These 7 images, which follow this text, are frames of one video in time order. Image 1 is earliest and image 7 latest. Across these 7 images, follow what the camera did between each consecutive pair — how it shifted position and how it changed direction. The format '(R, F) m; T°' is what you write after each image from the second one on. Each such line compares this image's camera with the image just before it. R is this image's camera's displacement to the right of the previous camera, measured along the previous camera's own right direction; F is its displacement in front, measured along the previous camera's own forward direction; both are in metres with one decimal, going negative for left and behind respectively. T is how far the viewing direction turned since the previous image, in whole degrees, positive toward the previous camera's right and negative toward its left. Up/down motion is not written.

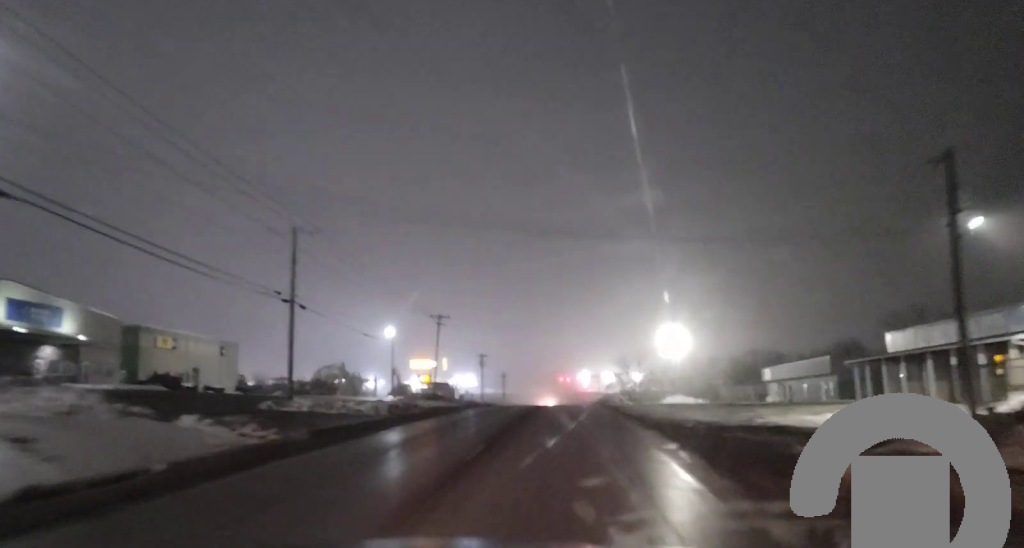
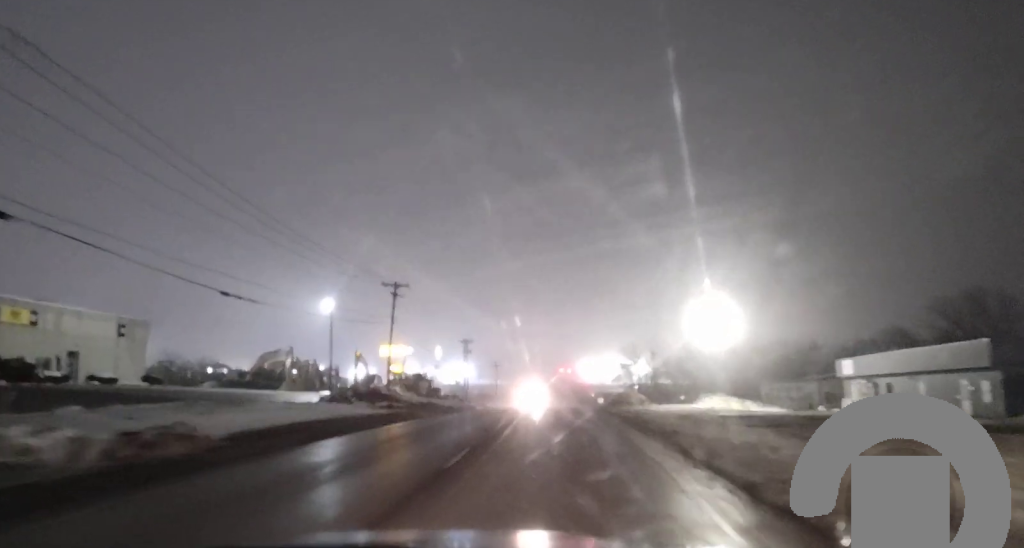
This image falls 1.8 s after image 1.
(+0.4, +25.8) m; +1°
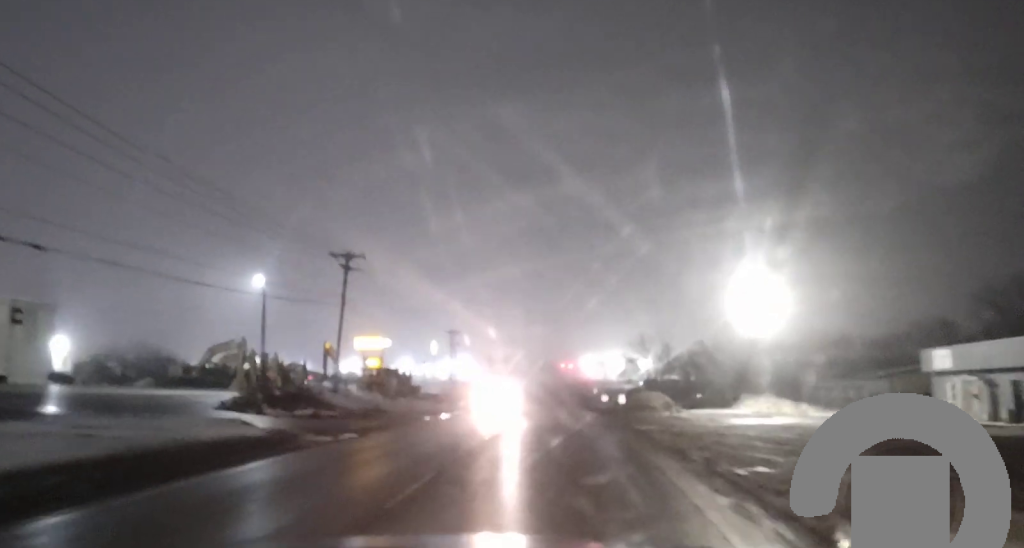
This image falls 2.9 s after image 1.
(-0.2, +16.3) m; 0°
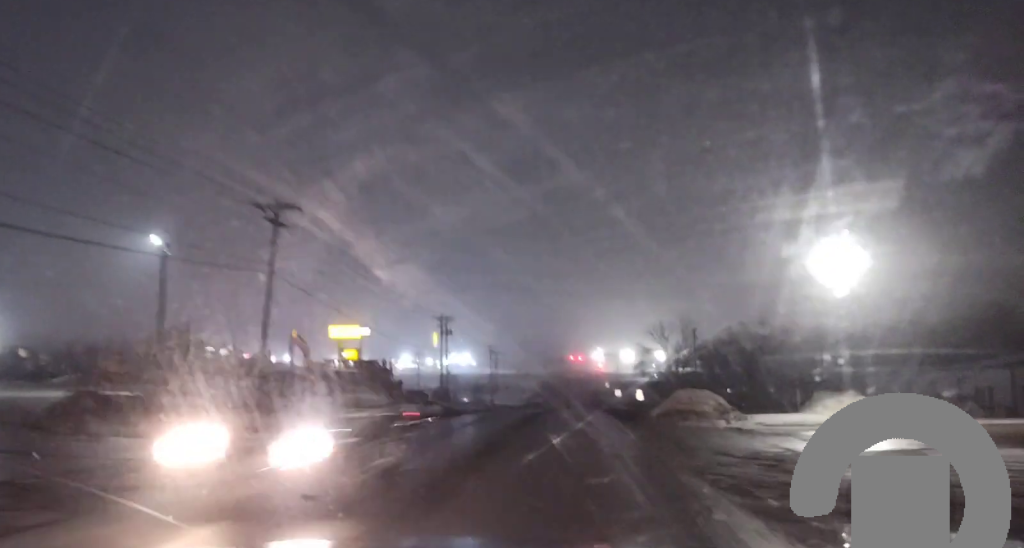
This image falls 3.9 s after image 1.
(+0.1, +14.5) m; 0°
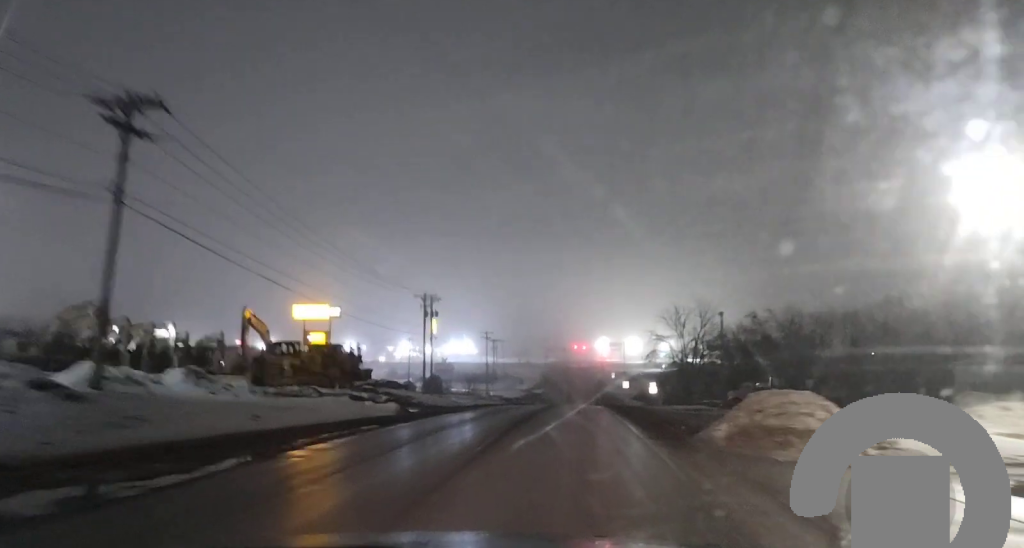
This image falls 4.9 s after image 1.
(0.0, +15.2) m; +1°
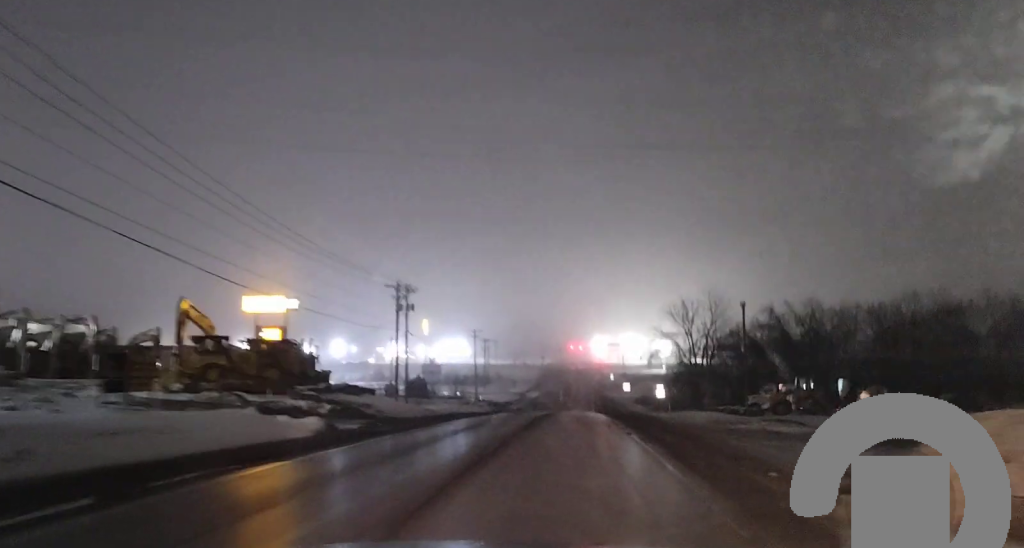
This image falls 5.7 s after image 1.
(+0.1, +11.6) m; 0°
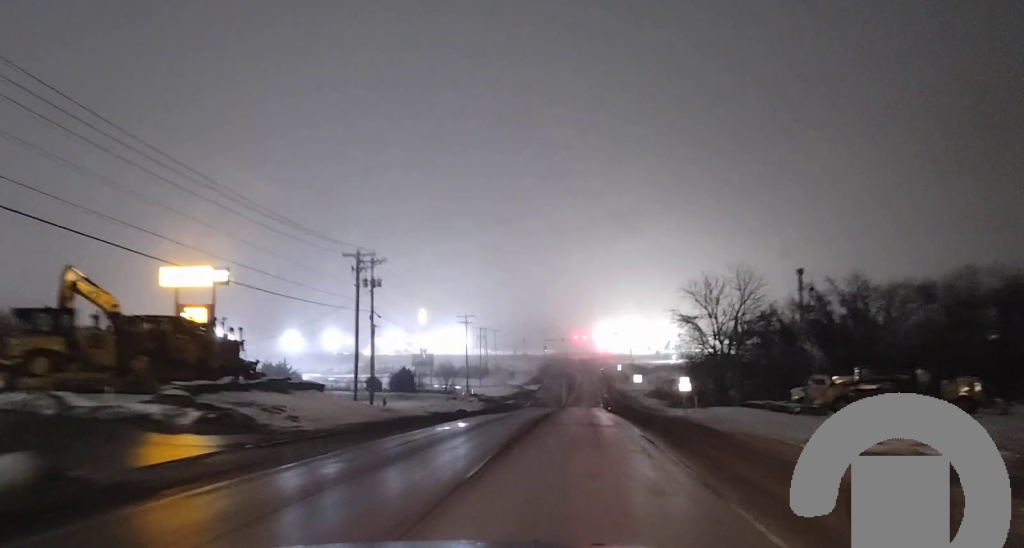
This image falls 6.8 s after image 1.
(+0.1, +15.8) m; 0°
